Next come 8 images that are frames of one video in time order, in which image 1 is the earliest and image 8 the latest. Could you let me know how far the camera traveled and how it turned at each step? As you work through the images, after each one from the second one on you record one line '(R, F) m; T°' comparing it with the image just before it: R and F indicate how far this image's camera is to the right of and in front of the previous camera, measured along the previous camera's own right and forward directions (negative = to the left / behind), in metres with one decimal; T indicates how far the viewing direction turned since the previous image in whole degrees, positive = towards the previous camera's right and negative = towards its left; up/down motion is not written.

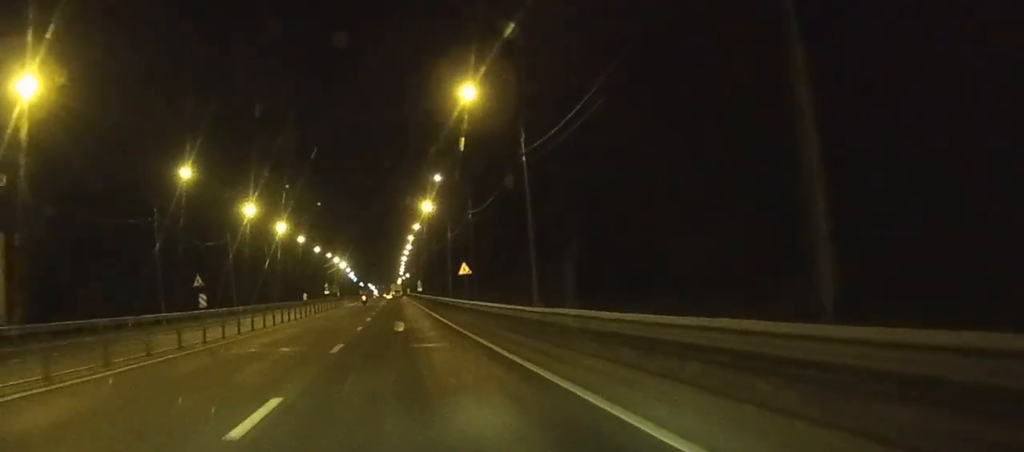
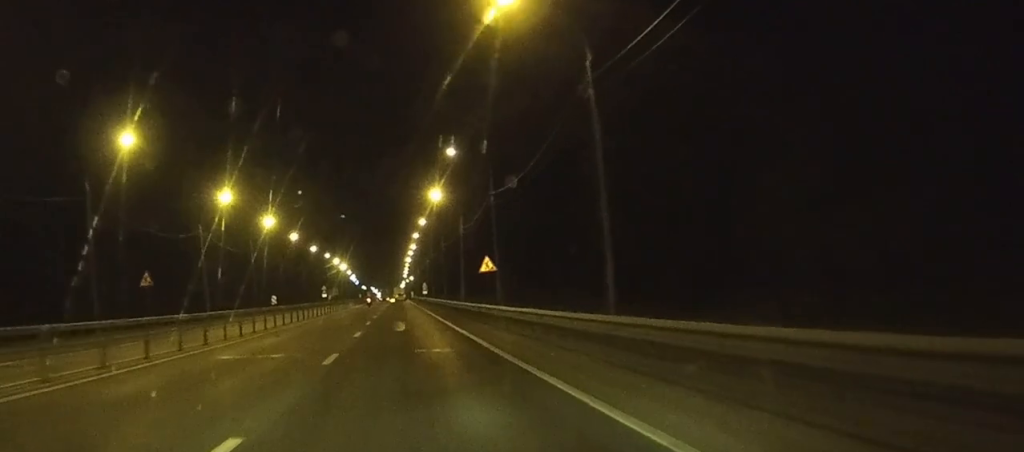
(0.0, +15.1) m; 0°
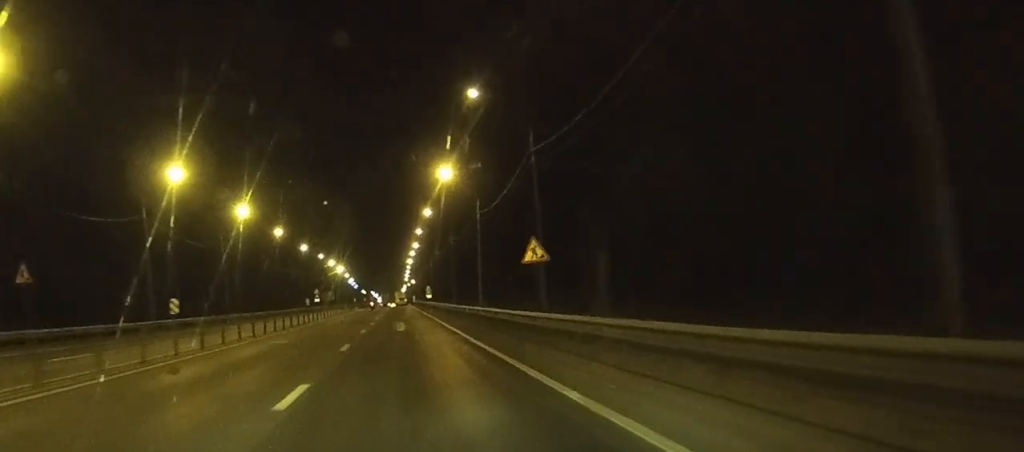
(0.0, +18.2) m; 0°
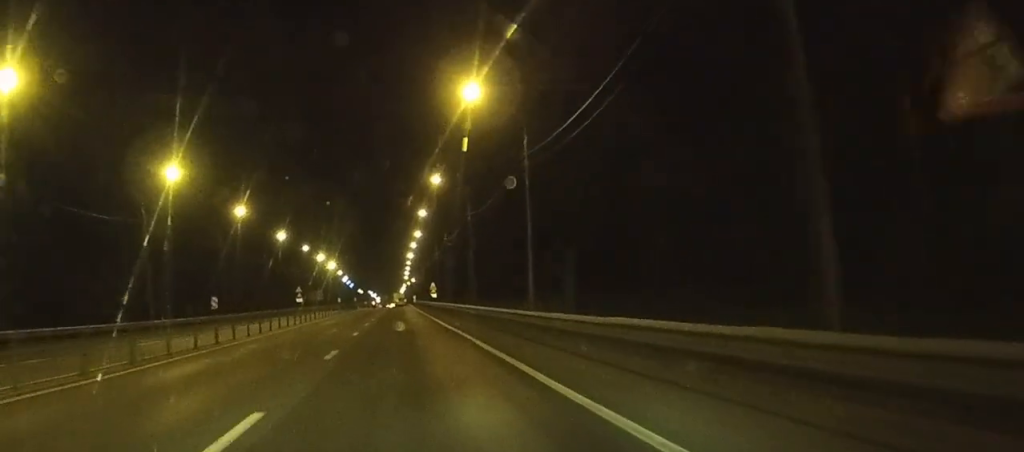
(-0.1, +27.5) m; 0°
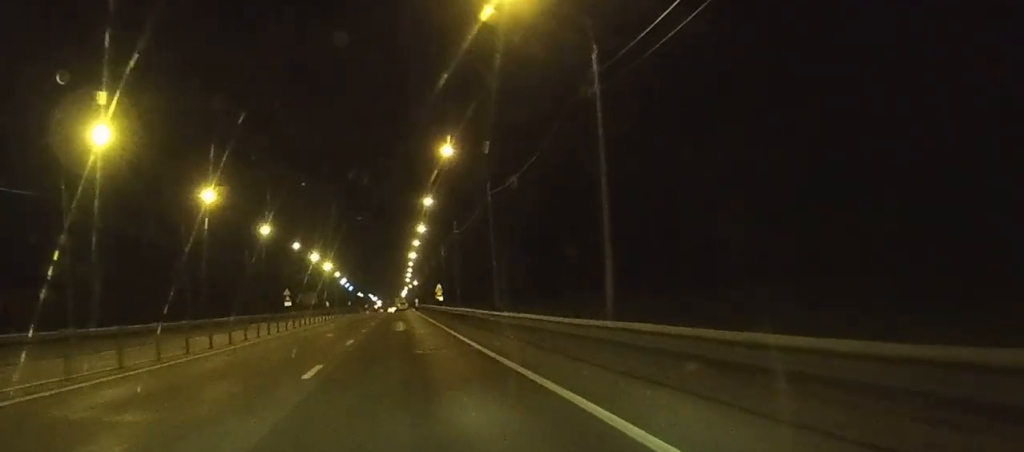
(0.0, +15.6) m; 0°
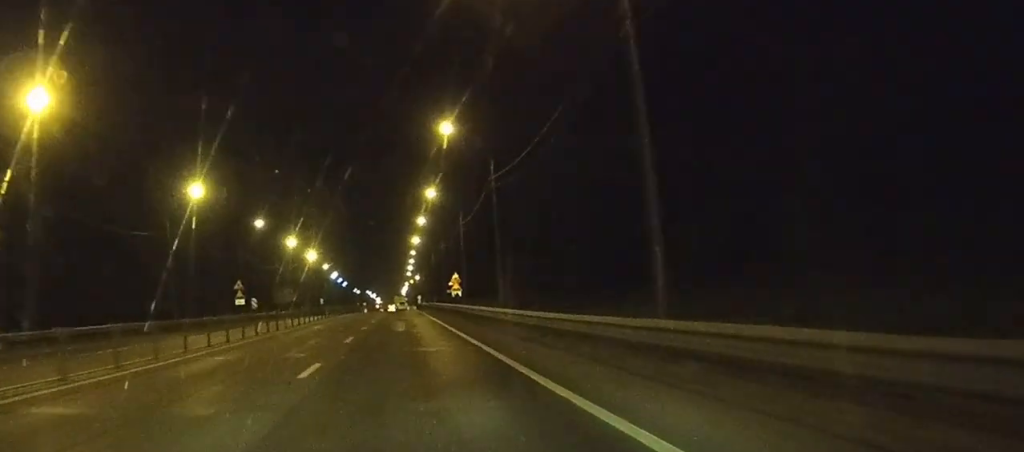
(+0.1, +35.7) m; 0°
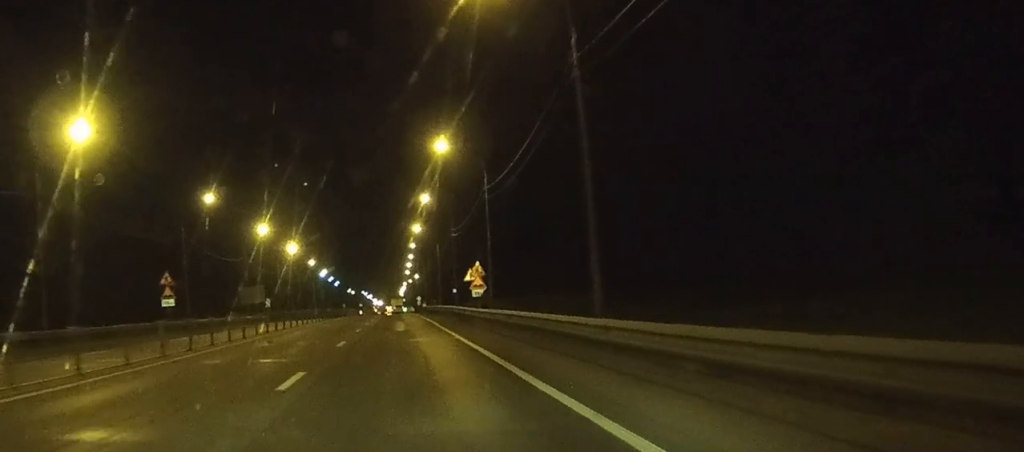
(0.0, +25.4) m; 0°
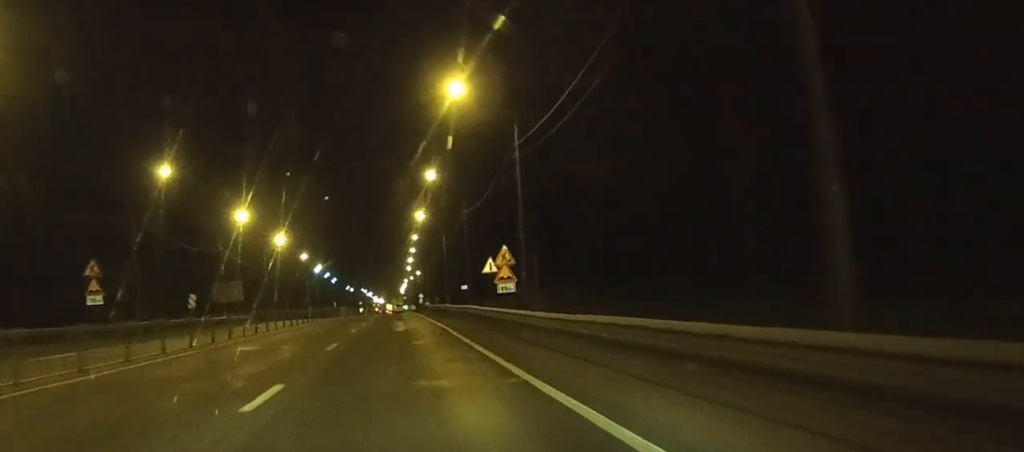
(0.0, +14.5) m; 0°
